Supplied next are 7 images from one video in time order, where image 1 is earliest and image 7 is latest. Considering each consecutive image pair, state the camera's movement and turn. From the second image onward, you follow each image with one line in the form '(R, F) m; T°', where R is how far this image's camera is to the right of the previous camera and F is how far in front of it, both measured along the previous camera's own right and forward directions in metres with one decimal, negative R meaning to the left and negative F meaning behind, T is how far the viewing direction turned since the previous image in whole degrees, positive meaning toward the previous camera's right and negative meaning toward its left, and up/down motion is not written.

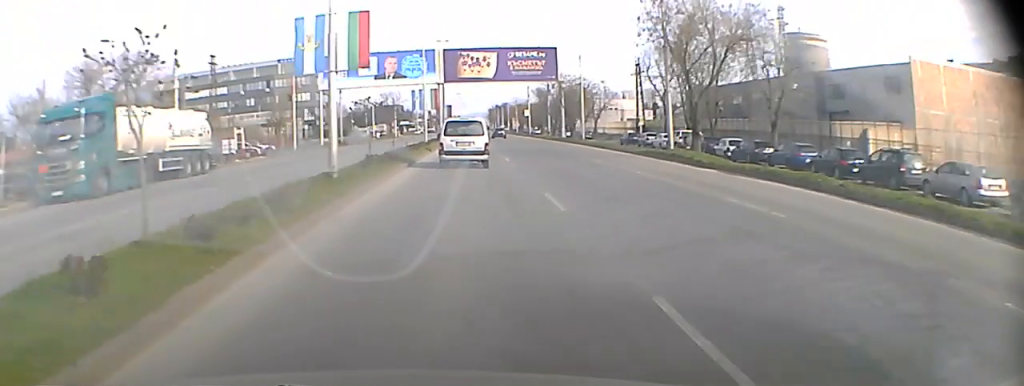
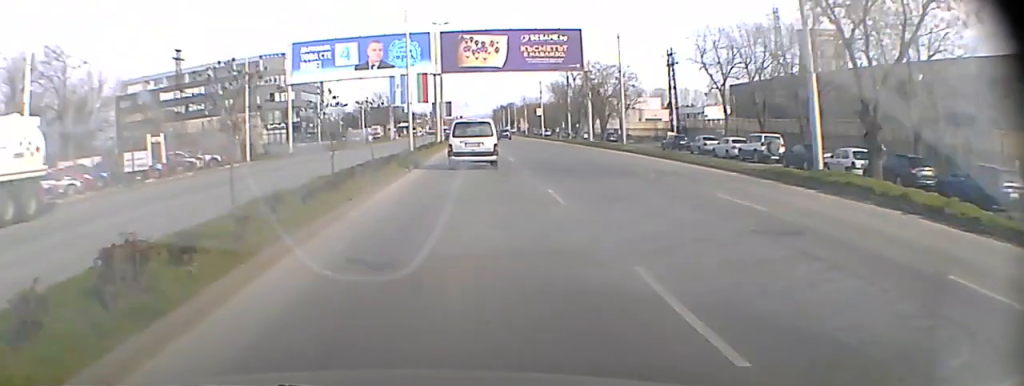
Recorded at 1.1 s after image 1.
(0.0, +16.7) m; 0°
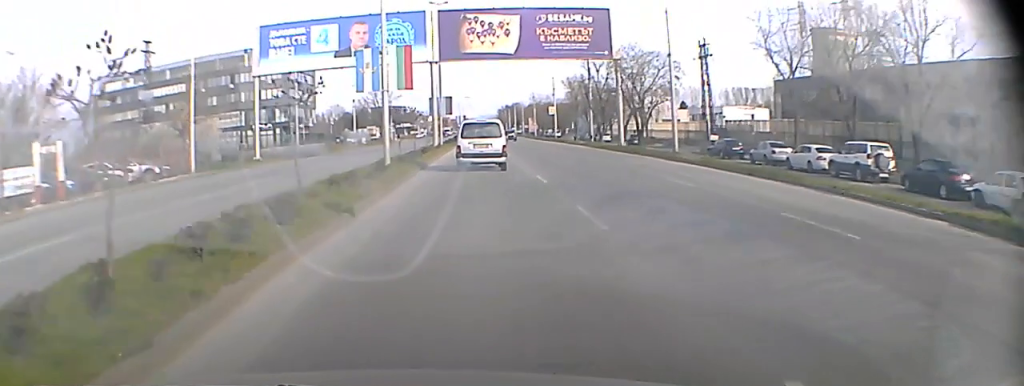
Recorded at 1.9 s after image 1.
(0.0, +12.2) m; 0°
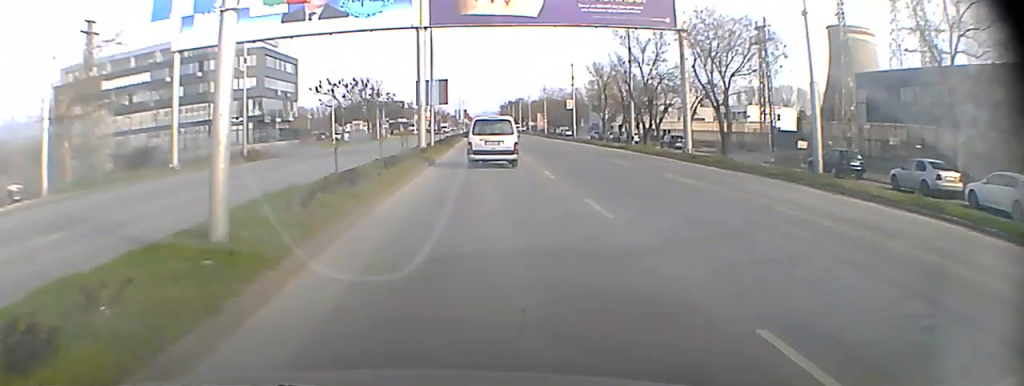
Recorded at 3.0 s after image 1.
(0.0, +16.7) m; 0°
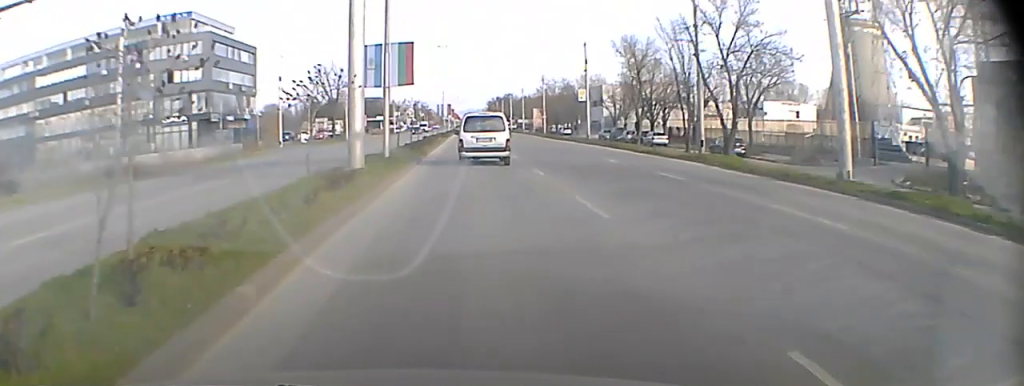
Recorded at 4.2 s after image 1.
(+0.1, +18.3) m; 0°
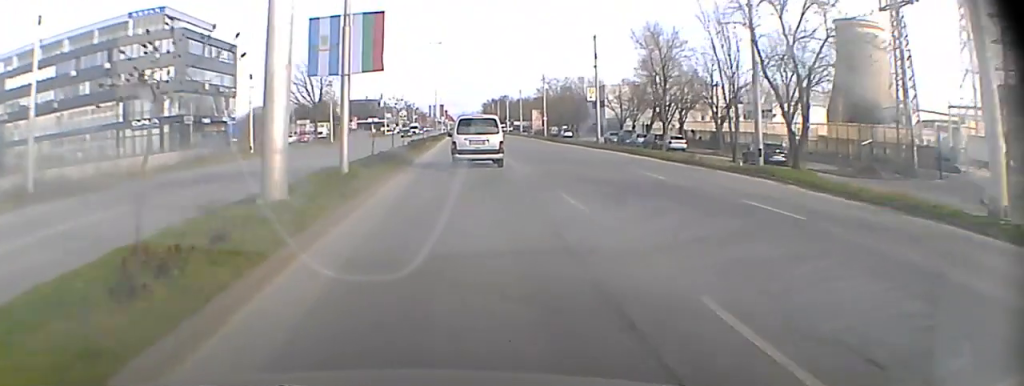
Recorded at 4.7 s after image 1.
(0.0, +7.6) m; 0°
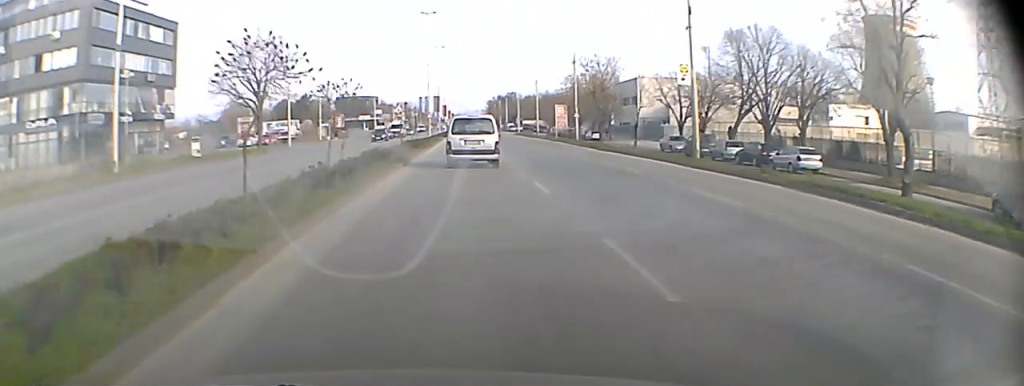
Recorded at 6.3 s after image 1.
(+0.2, +24.6) m; 0°
